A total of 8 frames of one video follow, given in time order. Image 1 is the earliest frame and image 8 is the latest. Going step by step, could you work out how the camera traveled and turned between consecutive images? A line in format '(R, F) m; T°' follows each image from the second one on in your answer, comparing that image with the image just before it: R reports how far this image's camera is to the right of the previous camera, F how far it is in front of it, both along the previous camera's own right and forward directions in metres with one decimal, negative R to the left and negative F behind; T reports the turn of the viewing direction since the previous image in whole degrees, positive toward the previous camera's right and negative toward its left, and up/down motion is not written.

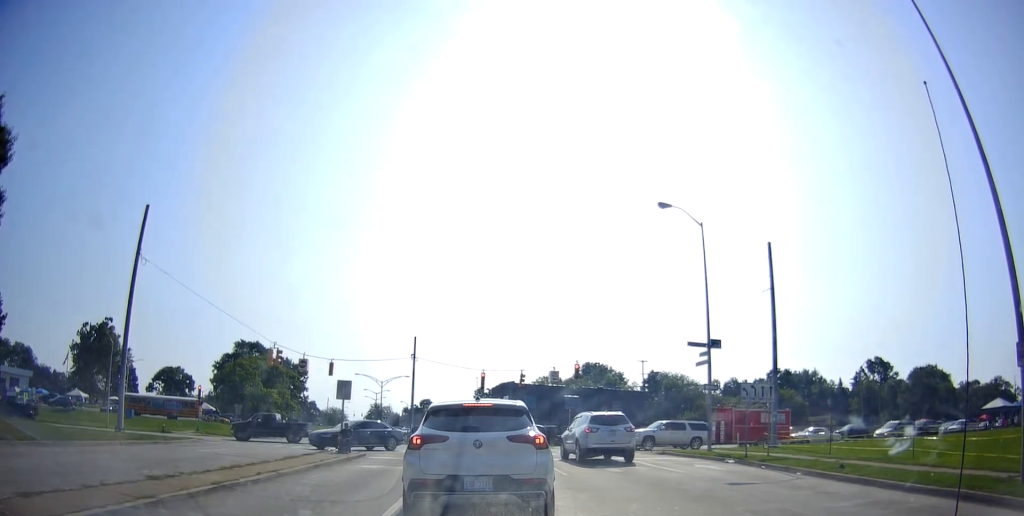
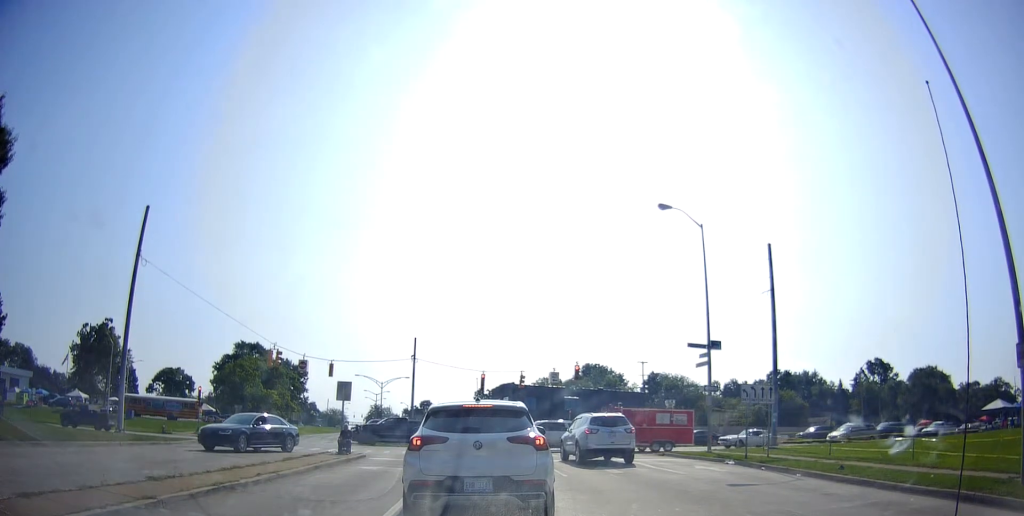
(0.0, 0.0) m; 0°
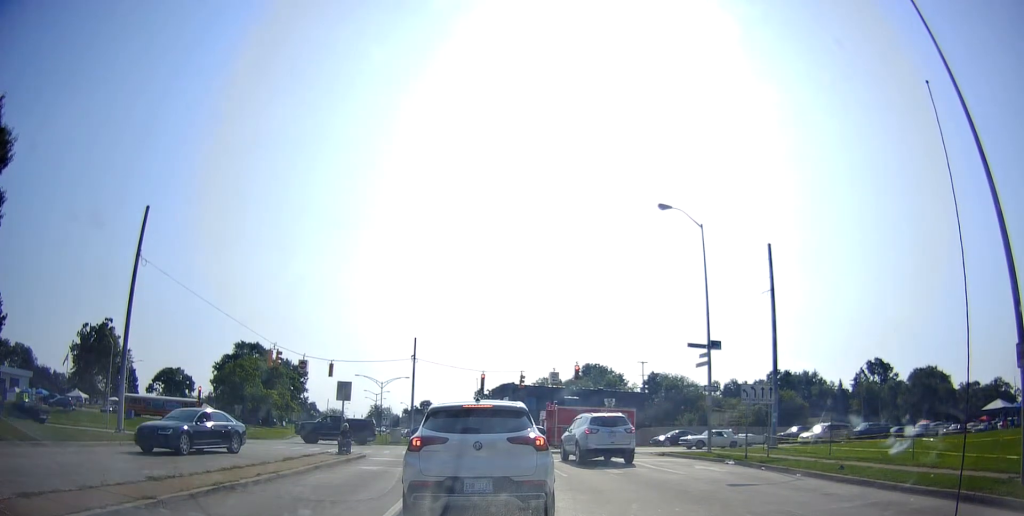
(0.0, 0.0) m; 0°
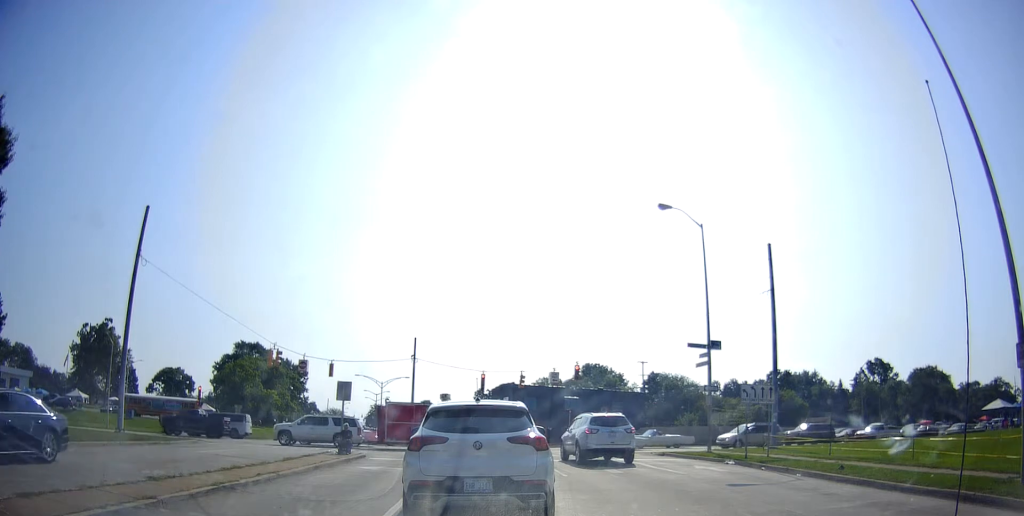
(0.0, 0.0) m; 0°
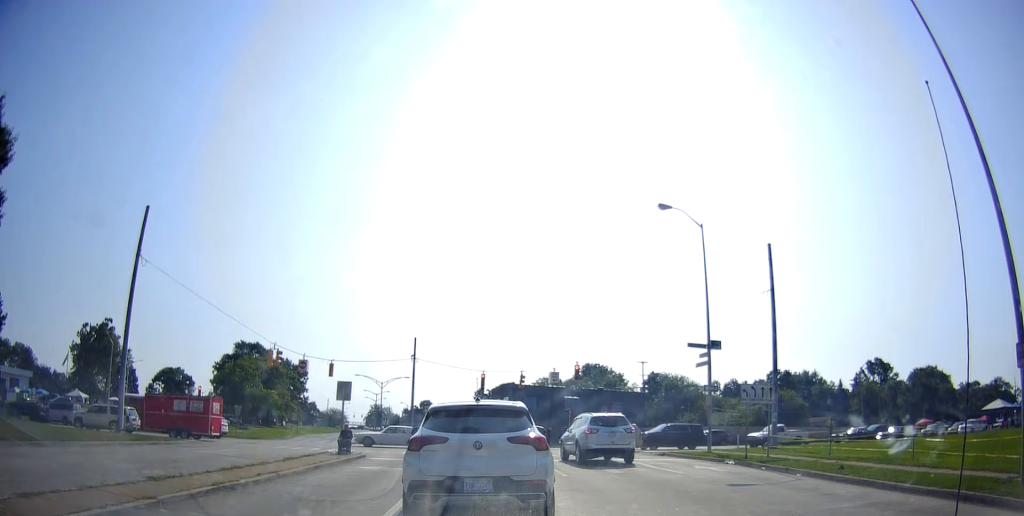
(0.0, 0.0) m; 0°
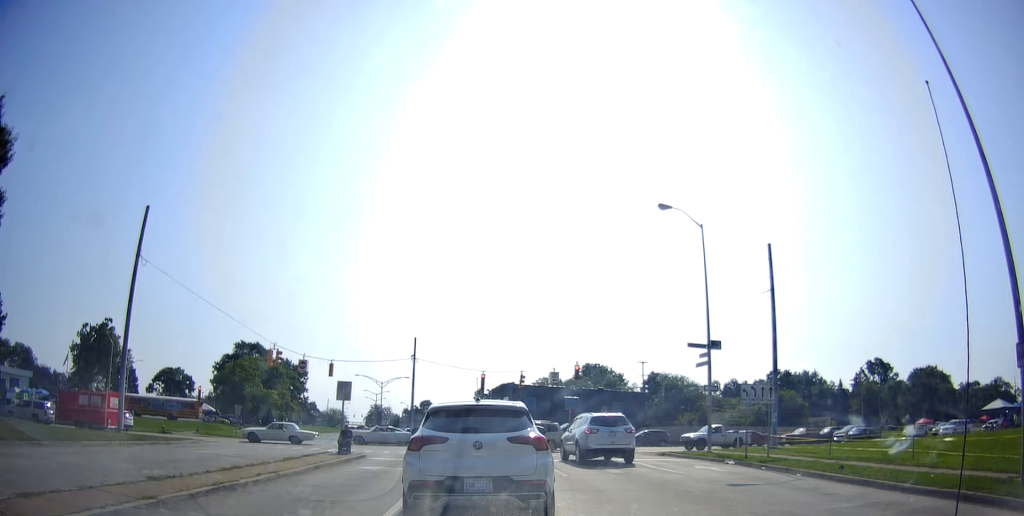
(0.0, 0.0) m; 0°
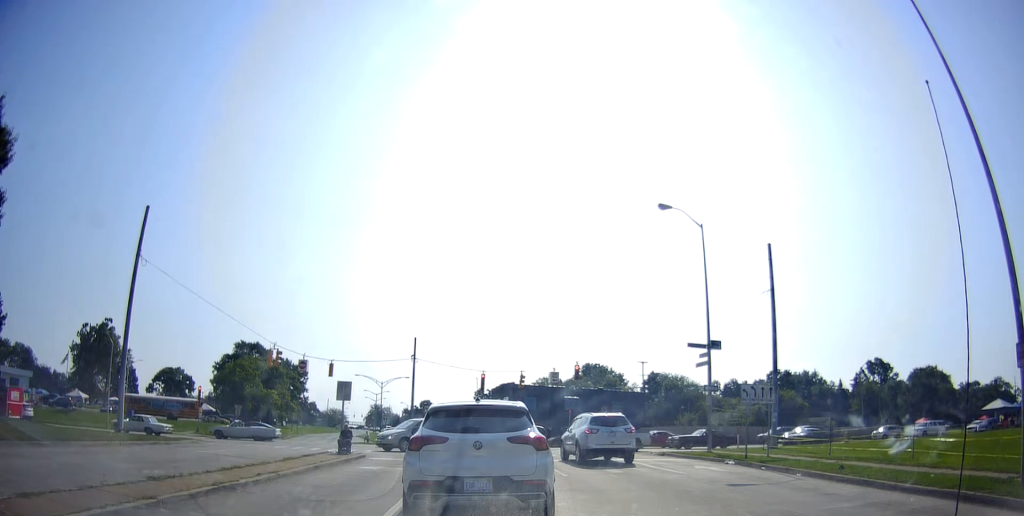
(0.0, 0.0) m; 0°
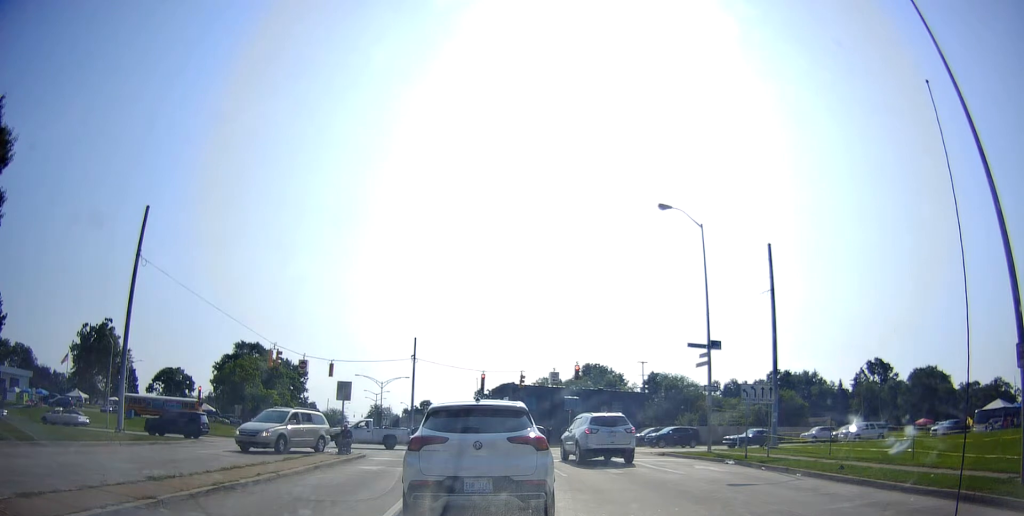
(0.0, 0.0) m; 0°
